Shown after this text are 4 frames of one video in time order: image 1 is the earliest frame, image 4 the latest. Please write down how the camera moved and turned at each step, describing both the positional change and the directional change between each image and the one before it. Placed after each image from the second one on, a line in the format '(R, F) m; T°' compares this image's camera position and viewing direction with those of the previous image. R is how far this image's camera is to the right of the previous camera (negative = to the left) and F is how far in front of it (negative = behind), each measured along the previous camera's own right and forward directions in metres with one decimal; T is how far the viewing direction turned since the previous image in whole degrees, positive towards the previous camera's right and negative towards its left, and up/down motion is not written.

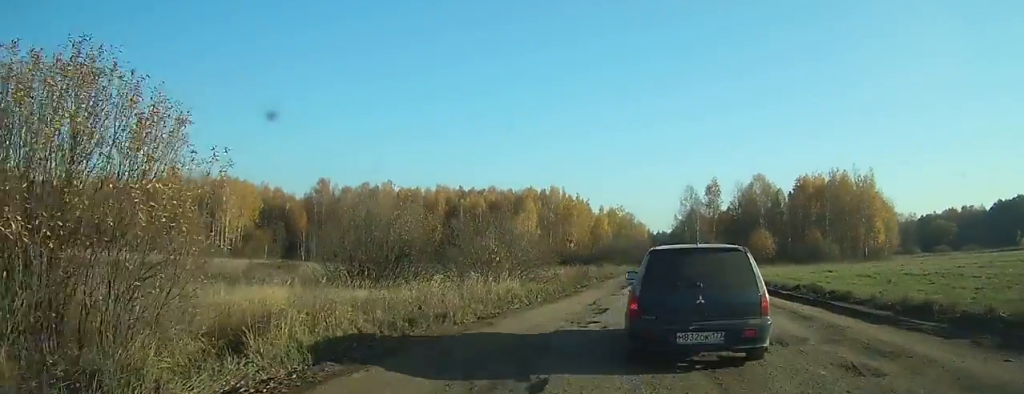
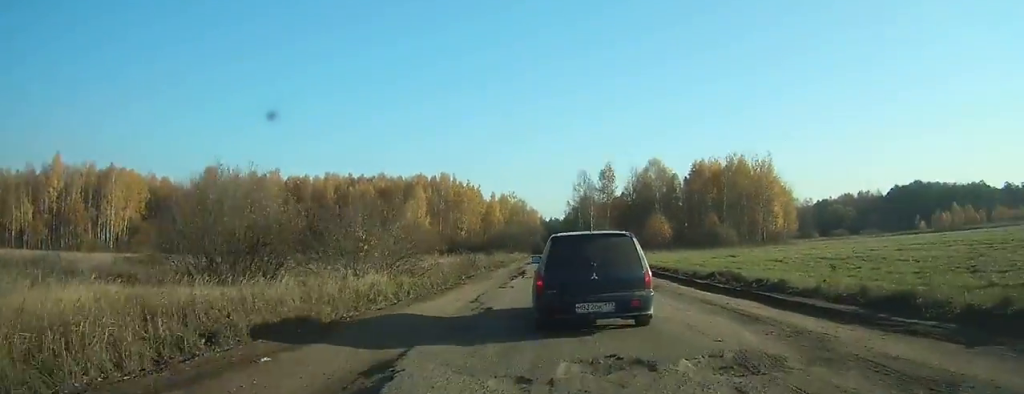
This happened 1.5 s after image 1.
(0.0, +3.0) m; +2°
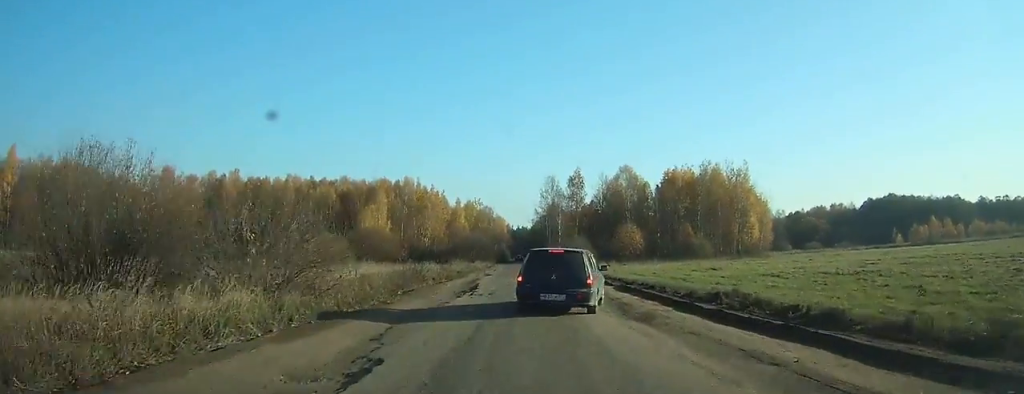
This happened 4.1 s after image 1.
(+0.2, +5.8) m; +1°
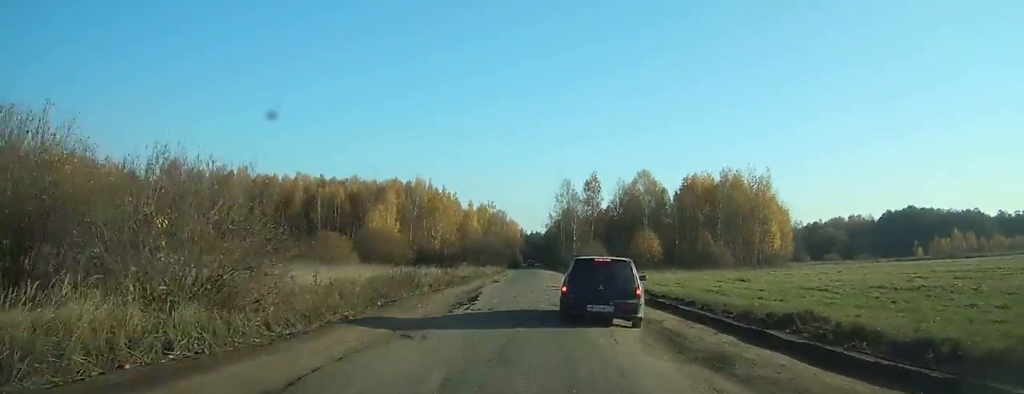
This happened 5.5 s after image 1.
(0.0, +3.6) m; -1°
